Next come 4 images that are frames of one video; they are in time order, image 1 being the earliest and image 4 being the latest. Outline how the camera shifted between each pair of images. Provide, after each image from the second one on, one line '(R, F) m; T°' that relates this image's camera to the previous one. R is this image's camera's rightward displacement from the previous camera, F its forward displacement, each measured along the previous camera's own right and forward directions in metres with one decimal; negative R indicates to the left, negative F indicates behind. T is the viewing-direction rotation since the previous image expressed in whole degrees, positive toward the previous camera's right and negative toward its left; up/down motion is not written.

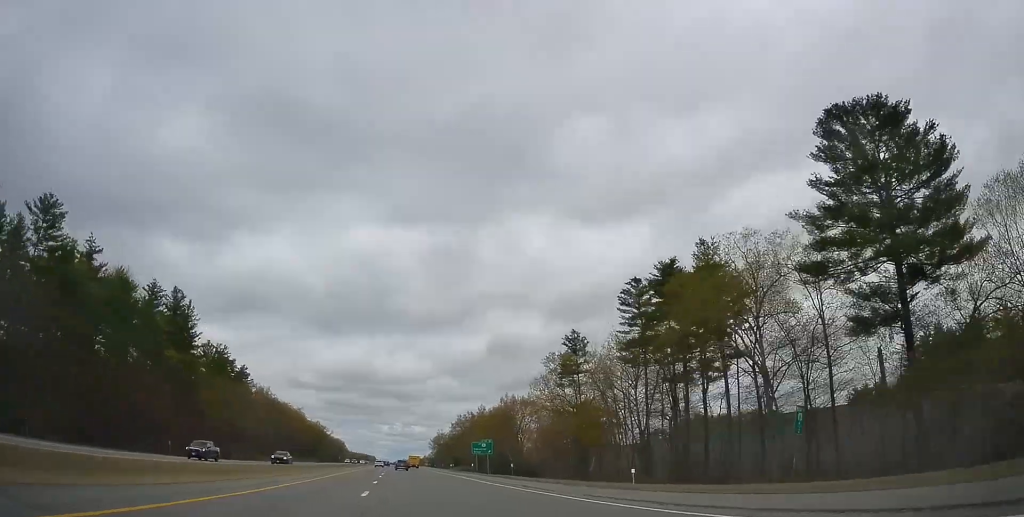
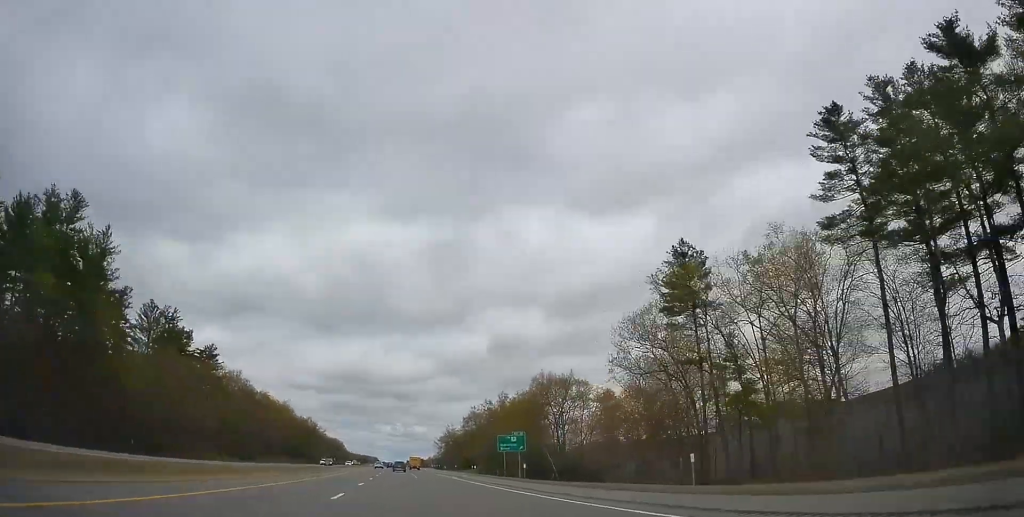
(0.0, +38.9) m; 0°
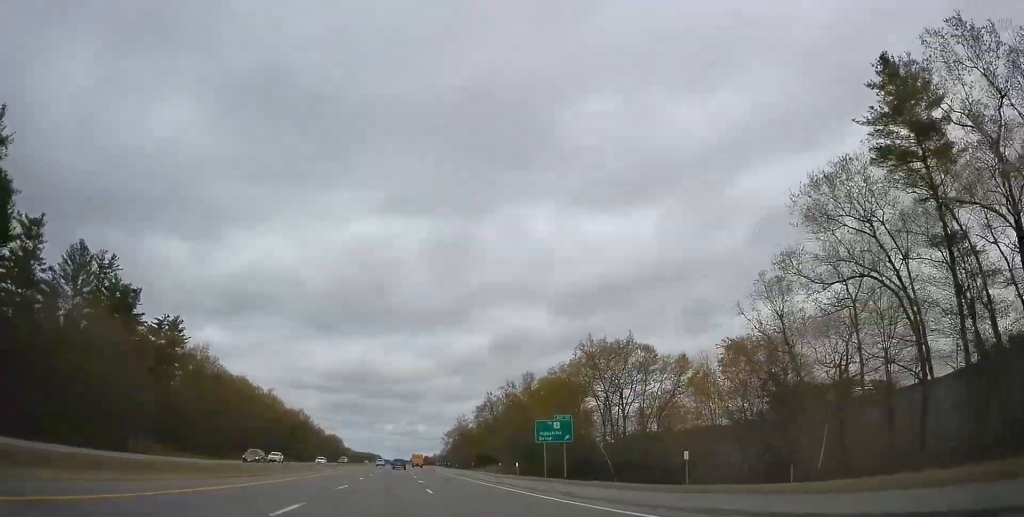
(0.0, +30.9) m; -1°
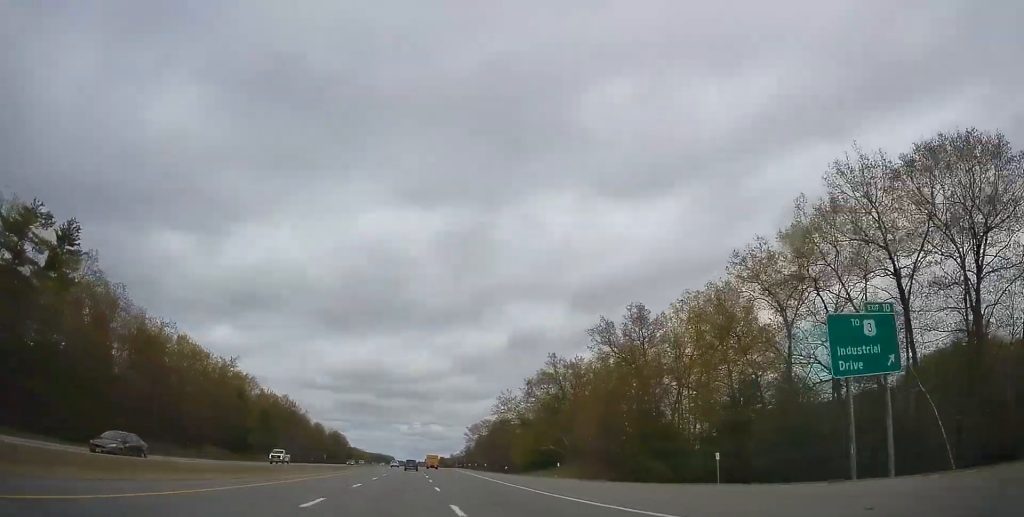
(-0.8, +58.6) m; -1°
